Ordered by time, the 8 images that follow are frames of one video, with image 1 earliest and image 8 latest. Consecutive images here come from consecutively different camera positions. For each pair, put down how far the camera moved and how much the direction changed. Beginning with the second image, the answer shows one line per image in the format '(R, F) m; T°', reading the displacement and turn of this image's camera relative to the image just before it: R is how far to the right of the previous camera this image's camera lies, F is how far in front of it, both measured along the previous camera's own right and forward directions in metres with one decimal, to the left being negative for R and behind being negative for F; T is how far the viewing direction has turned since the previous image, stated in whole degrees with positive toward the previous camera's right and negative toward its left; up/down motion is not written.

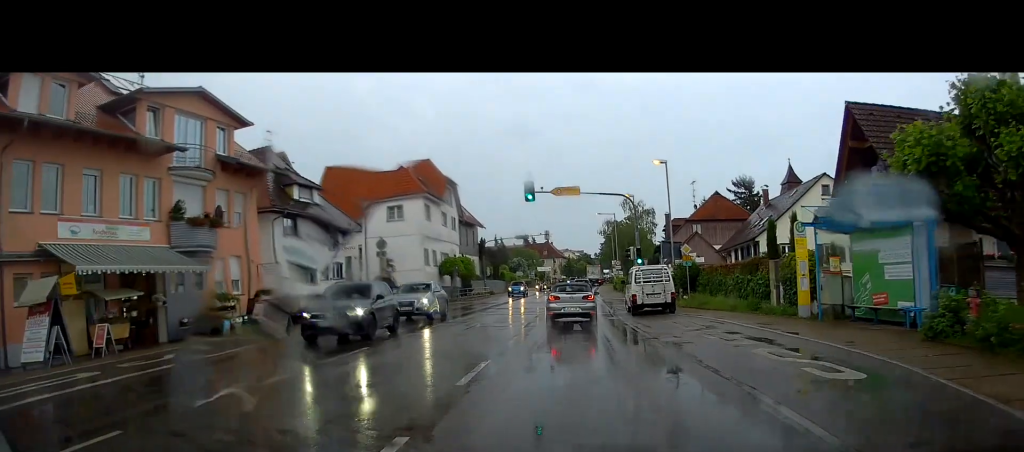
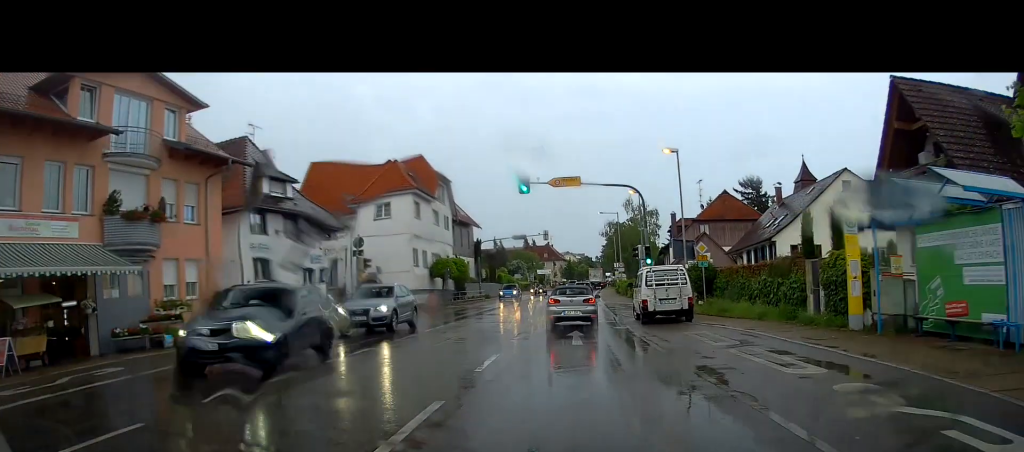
(-0.1, +3.8) m; -1°
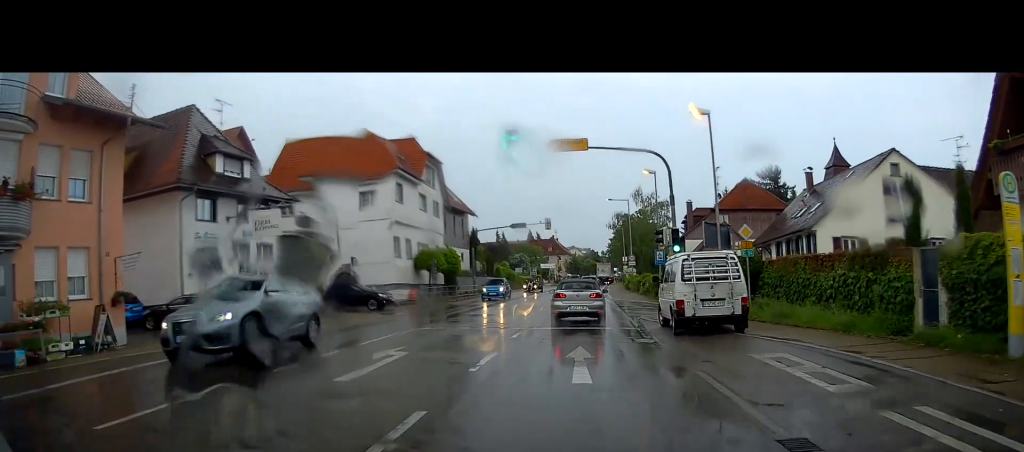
(-0.2, +6.5) m; -2°
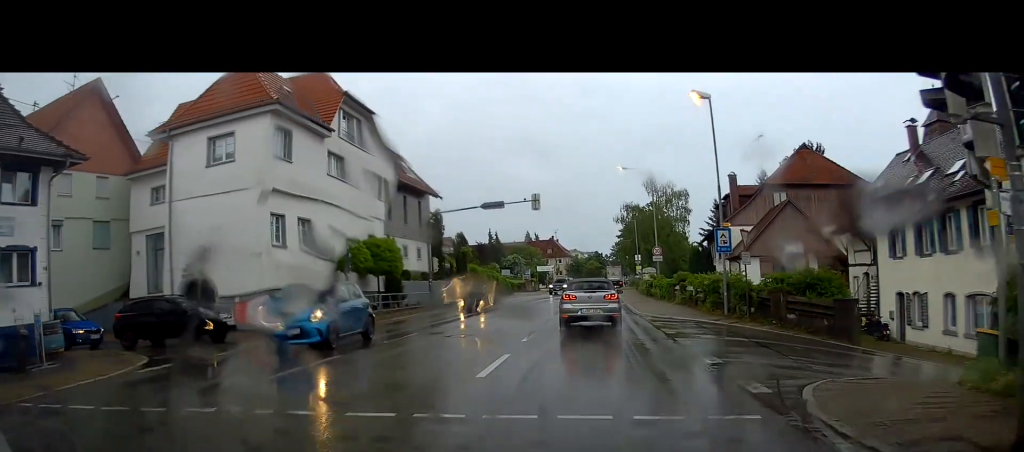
(+0.6, +17.6) m; +1°
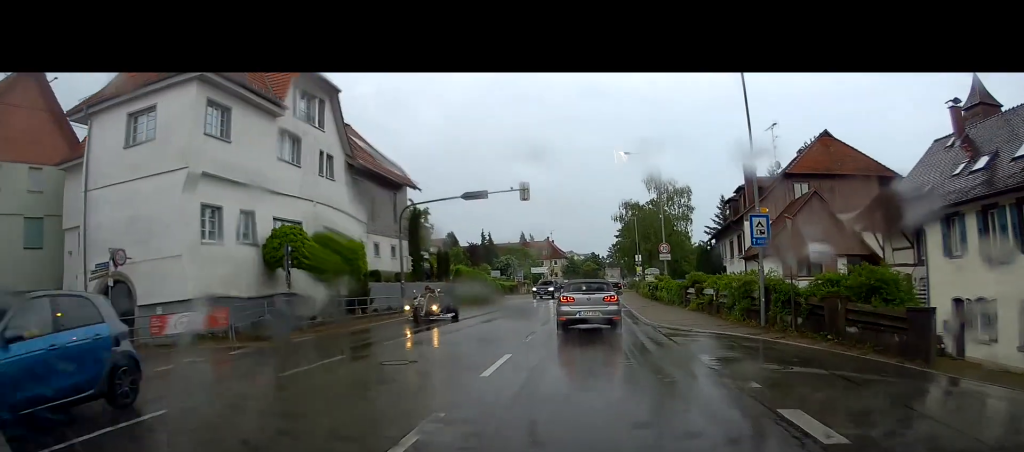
(-0.3, +5.5) m; -2°
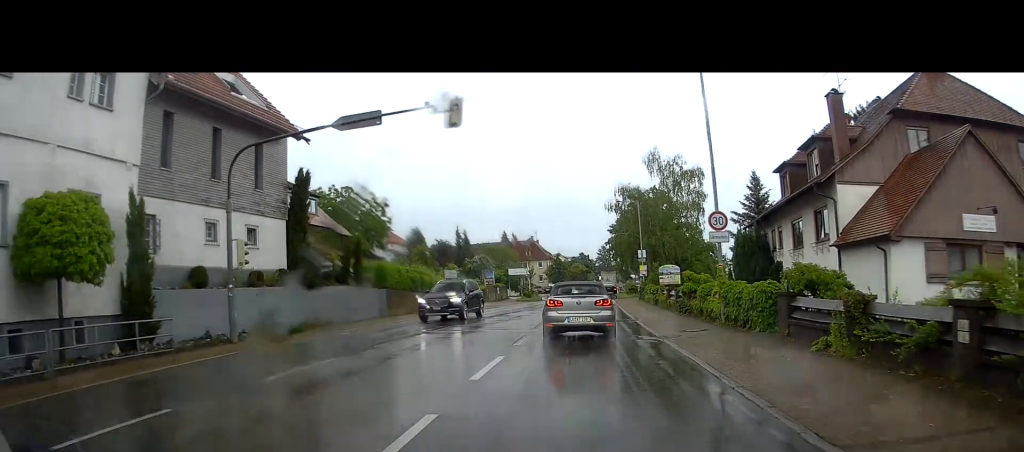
(-0.1, +17.6) m; +1°
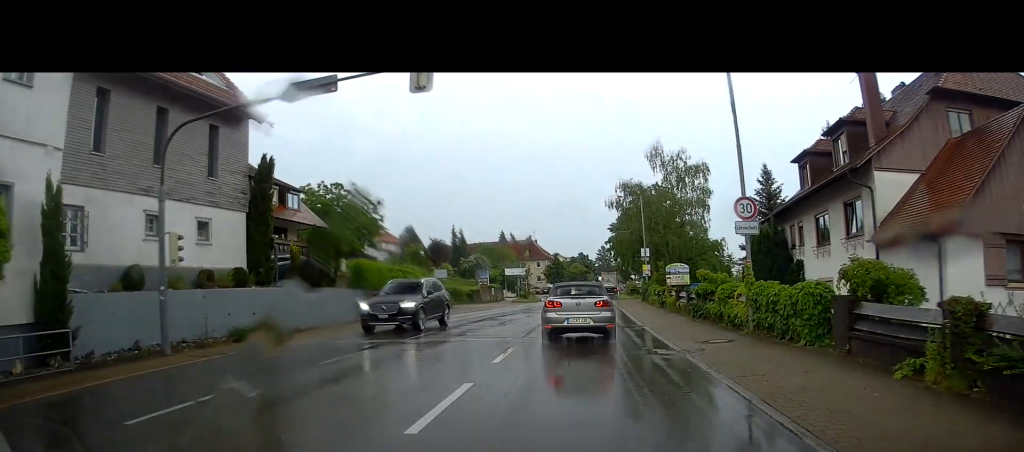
(0.0, +3.6) m; +1°
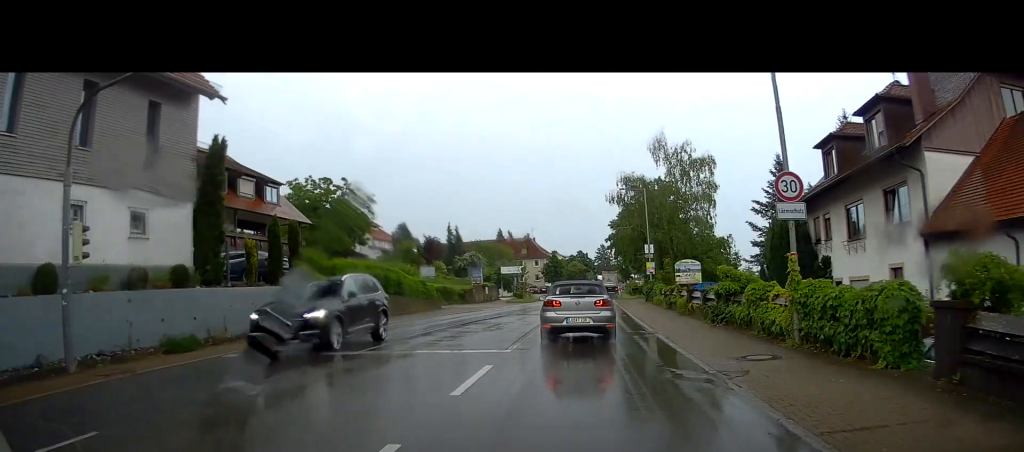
(0.0, +3.7) m; +1°
